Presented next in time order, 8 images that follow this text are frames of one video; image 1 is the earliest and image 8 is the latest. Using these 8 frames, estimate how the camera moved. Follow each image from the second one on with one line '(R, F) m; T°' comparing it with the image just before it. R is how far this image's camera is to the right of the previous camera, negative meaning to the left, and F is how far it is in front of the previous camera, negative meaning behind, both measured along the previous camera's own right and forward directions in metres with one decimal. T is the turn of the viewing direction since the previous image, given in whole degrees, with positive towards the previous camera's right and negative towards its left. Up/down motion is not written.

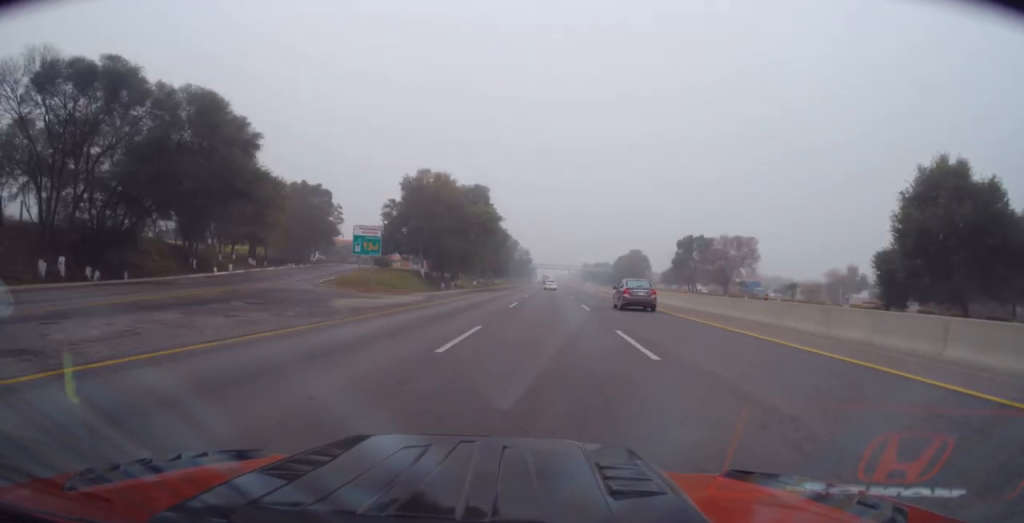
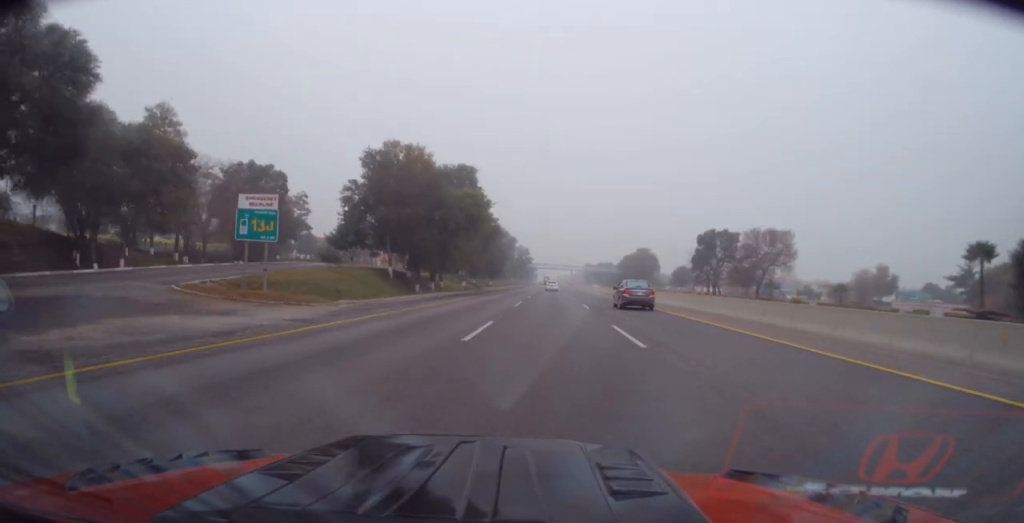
(-0.1, +15.8) m; 0°
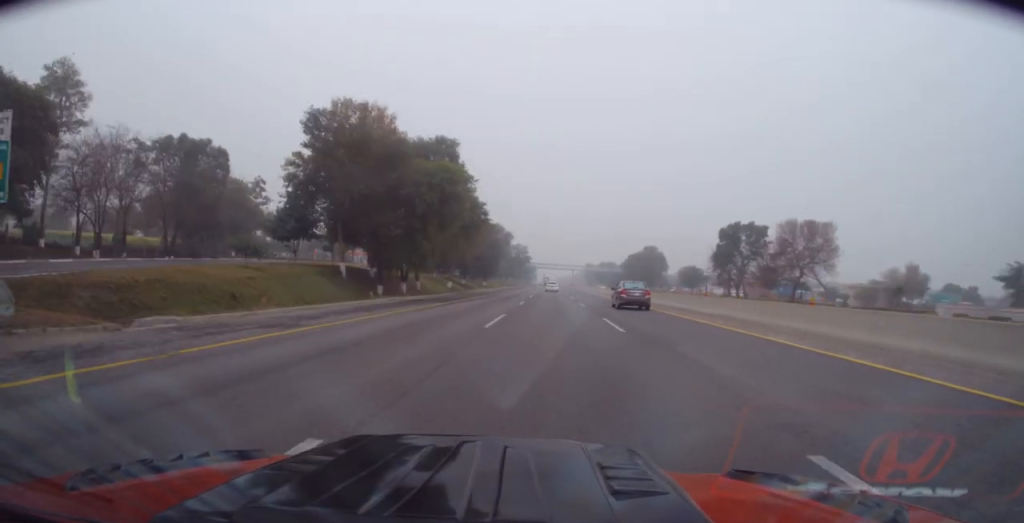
(-0.1, +13.9) m; 0°
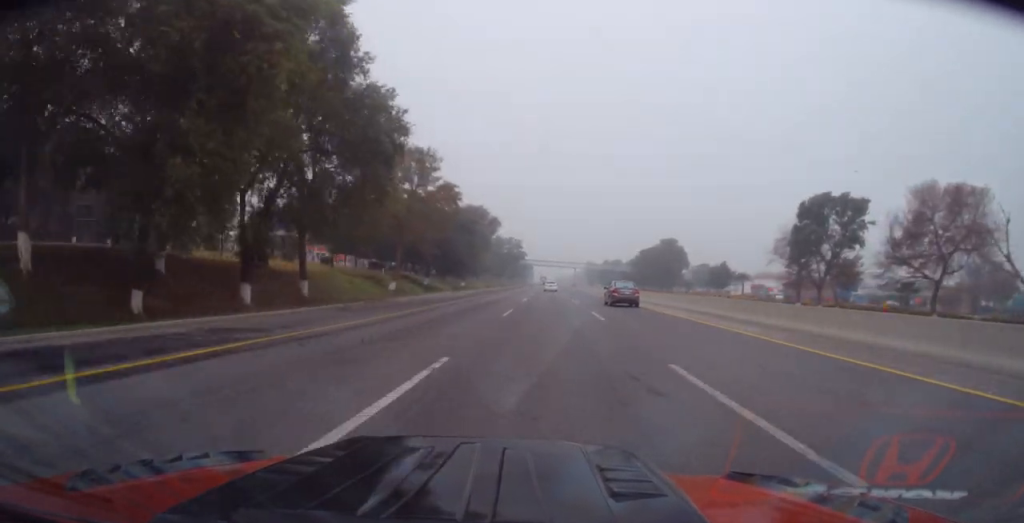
(+0.3, +30.5) m; 0°
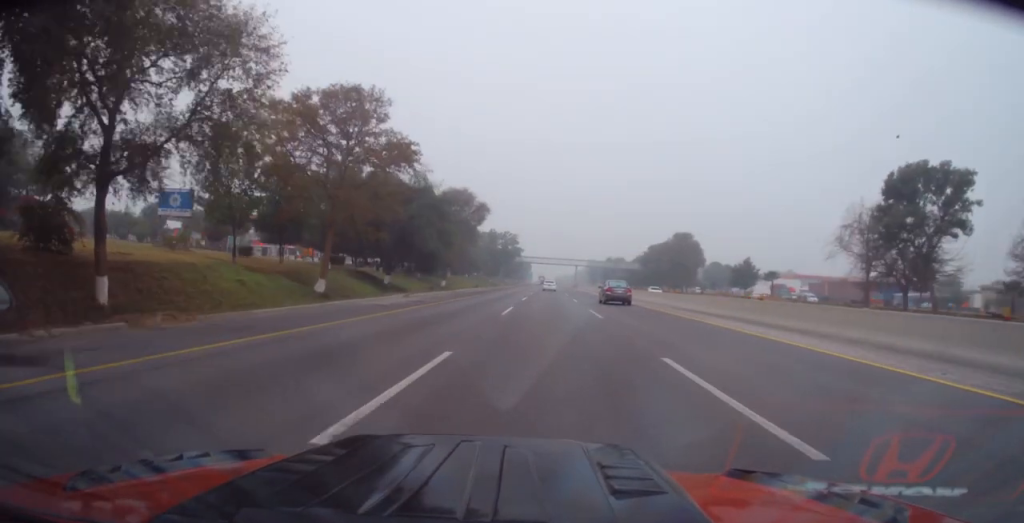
(-0.2, +17.4) m; 0°
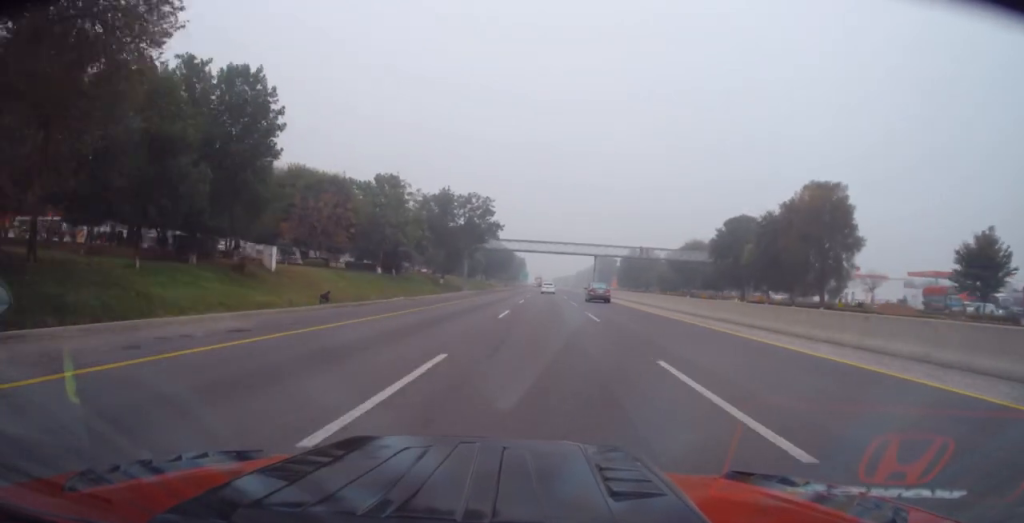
(+0.6, +72.0) m; 0°
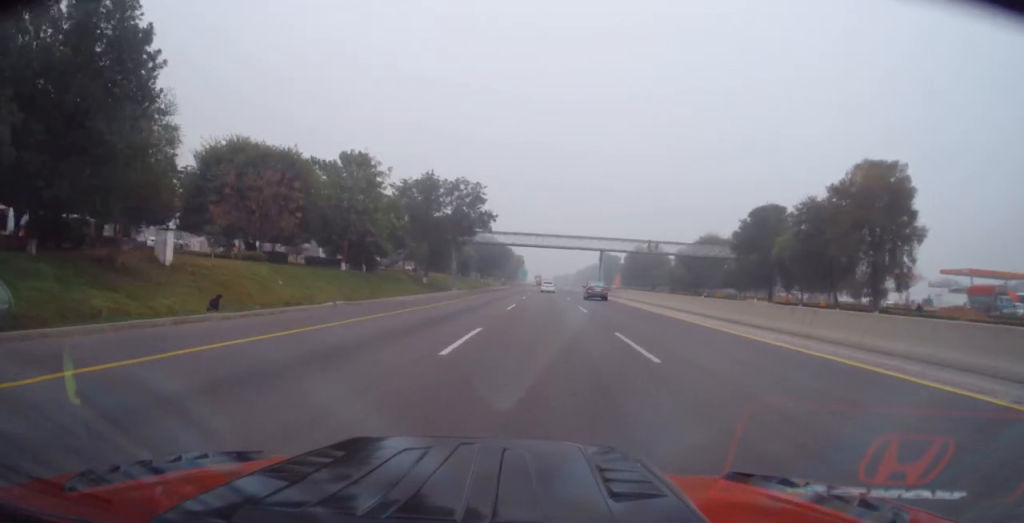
(0.0, +12.1) m; 0°
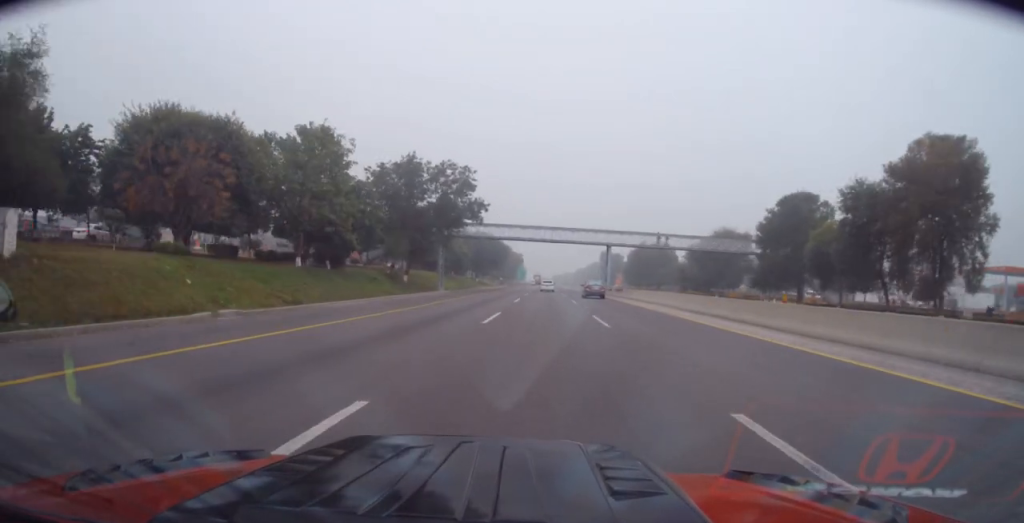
(0.0, +10.4) m; 0°
